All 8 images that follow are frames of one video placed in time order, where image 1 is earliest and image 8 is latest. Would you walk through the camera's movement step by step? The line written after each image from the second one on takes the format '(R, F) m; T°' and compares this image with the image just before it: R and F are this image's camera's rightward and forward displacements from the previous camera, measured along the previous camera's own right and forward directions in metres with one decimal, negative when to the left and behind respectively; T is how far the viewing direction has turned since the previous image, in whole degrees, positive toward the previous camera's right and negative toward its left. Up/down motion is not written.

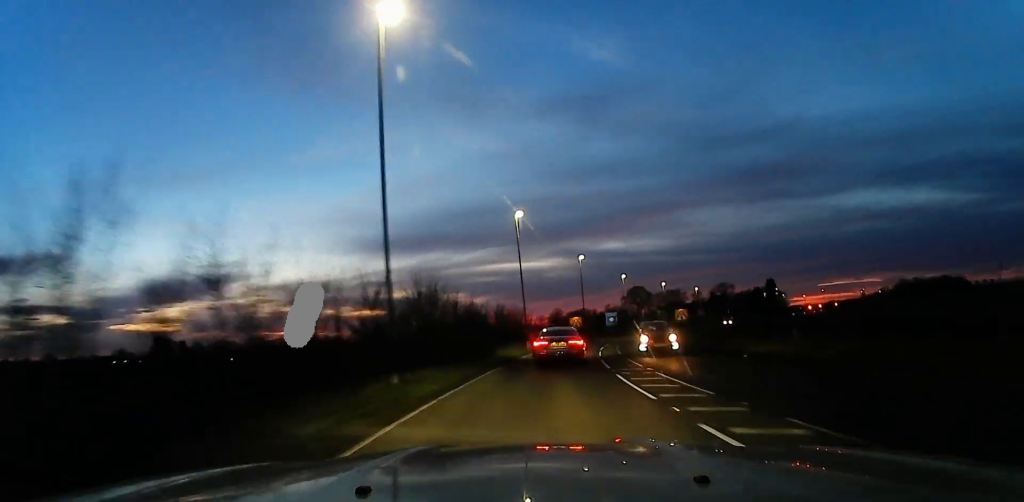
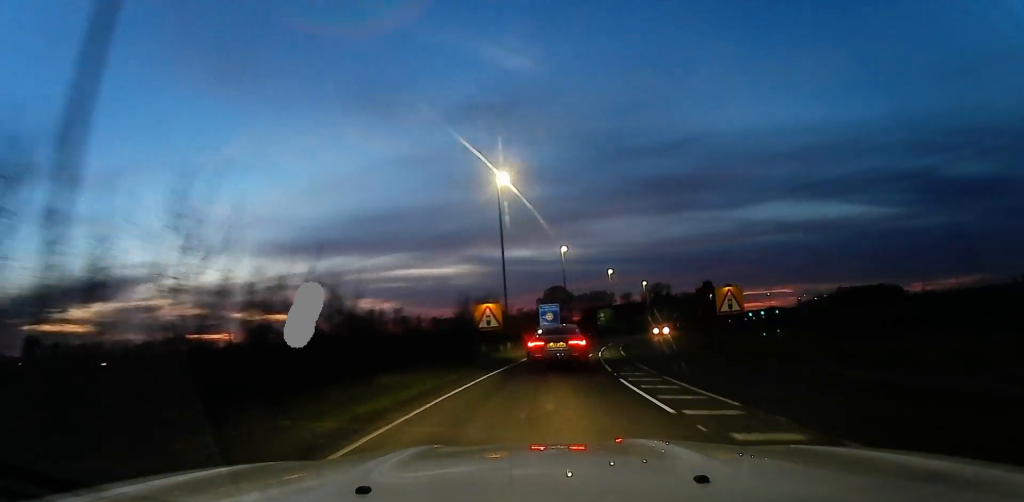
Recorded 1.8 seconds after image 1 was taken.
(+2.3, +35.5) m; +8°
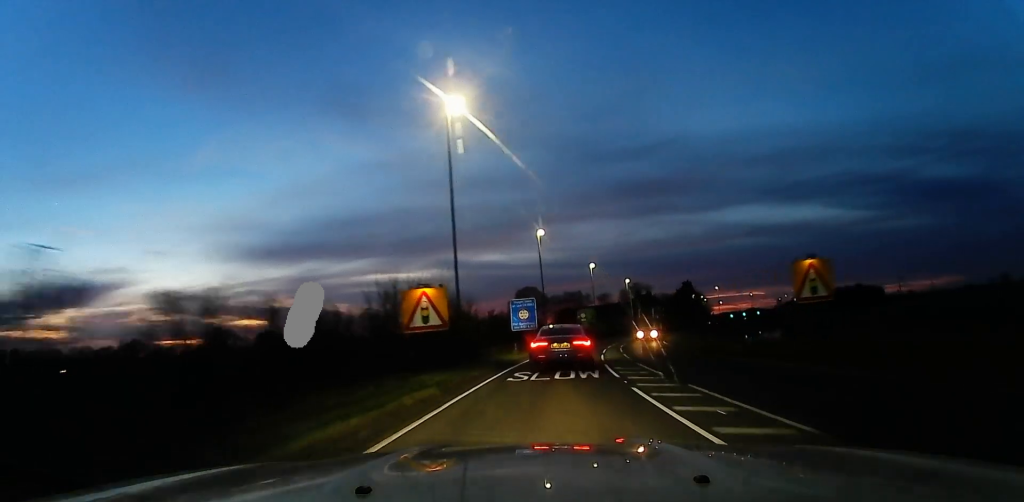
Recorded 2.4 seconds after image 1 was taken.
(+0.6, +10.7) m; +5°
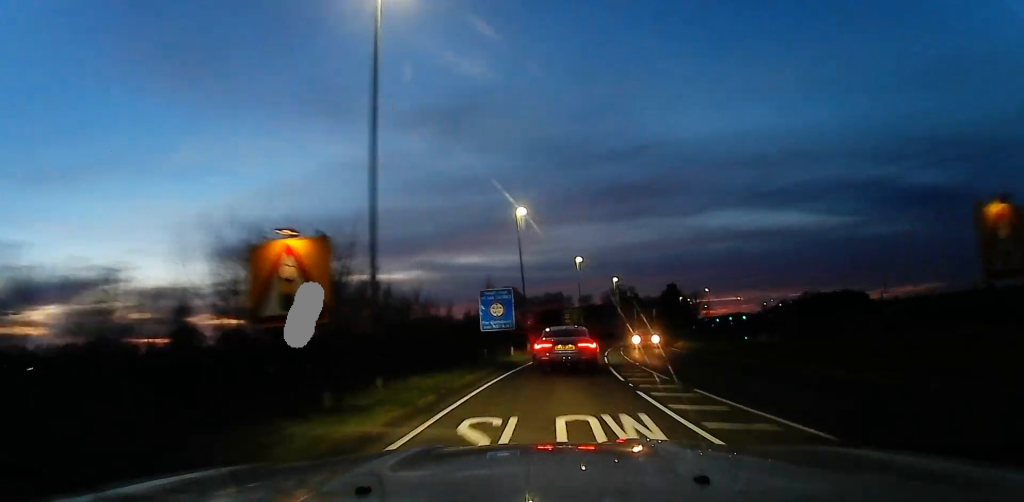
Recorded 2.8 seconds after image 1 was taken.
(+0.4, +9.6) m; +2°
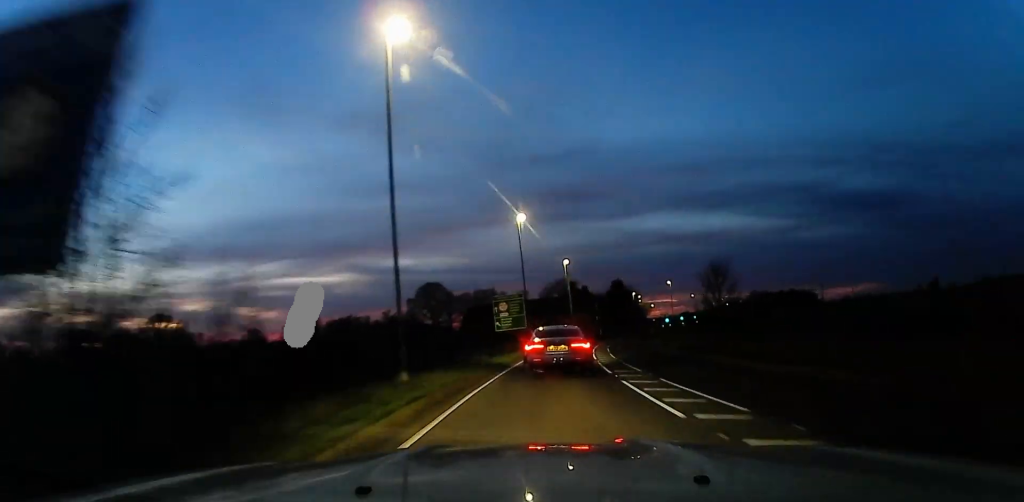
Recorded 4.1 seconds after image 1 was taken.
(+1.1, +26.5) m; +5°
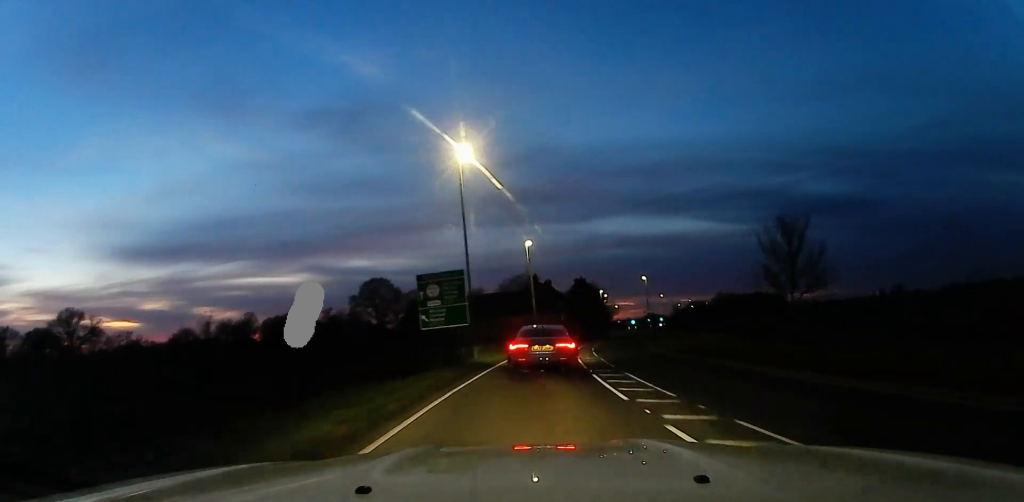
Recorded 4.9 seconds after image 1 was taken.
(+0.5, +15.5) m; +3°
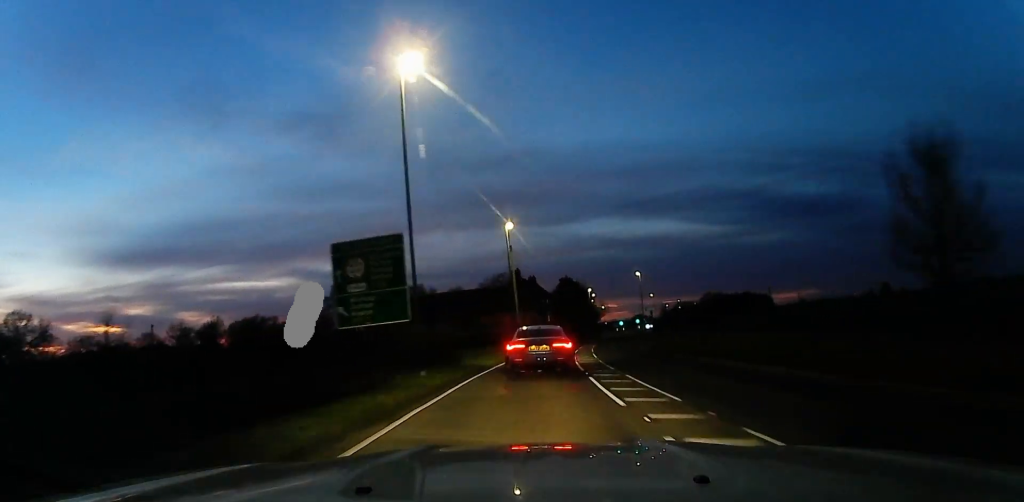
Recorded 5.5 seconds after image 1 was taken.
(+0.5, +9.1) m; +1°
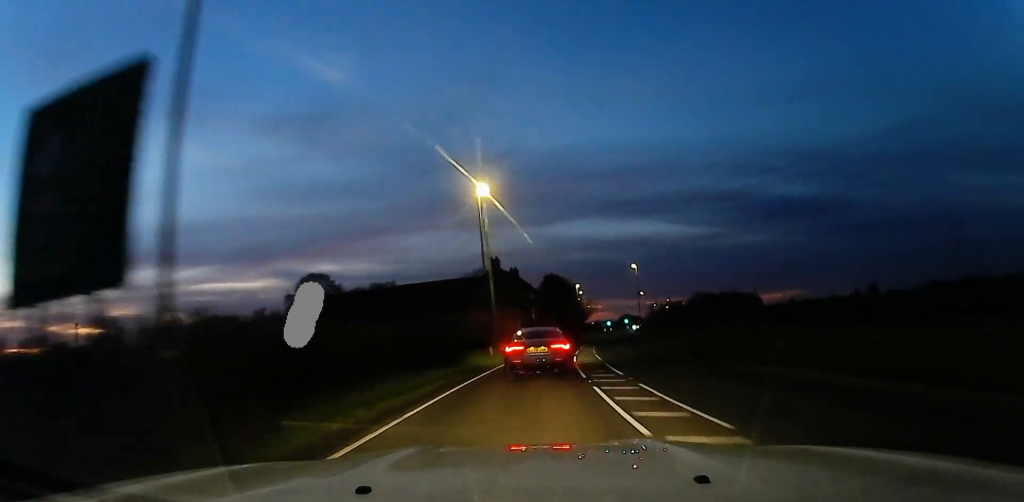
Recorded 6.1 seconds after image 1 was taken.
(-0.2, +9.5) m; -1°
